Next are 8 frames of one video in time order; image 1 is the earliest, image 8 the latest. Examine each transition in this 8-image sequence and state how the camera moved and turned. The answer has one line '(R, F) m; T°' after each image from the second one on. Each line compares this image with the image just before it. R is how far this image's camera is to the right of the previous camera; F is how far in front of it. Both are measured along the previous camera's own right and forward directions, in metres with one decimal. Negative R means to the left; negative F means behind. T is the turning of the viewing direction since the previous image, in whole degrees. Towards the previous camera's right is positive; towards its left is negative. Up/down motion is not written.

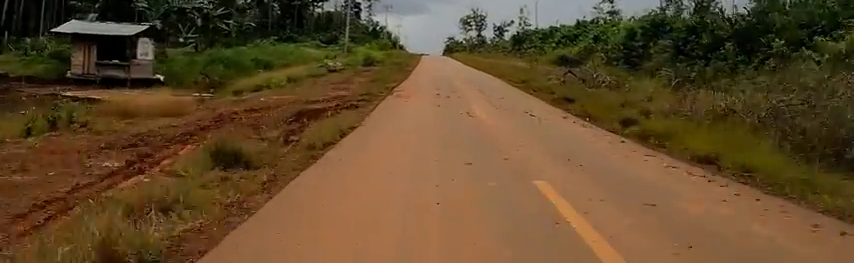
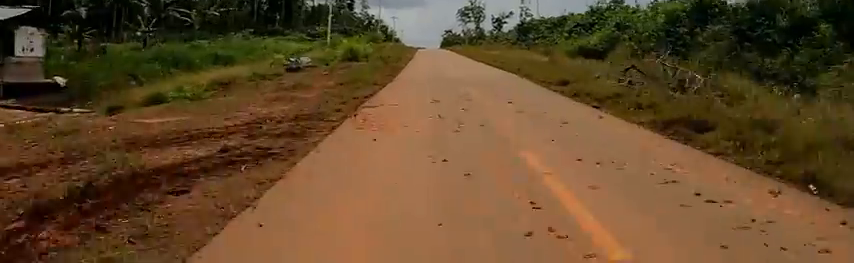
(0.0, +7.1) m; 0°
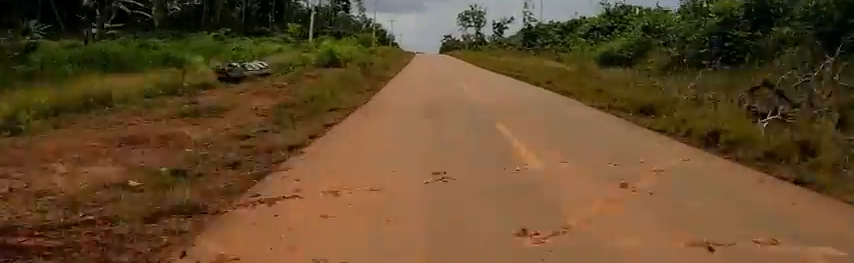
(+0.1, +6.2) m; 0°
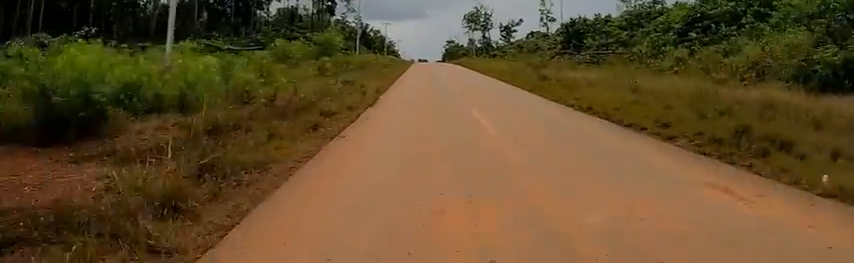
(+0.2, +20.3) m; +1°
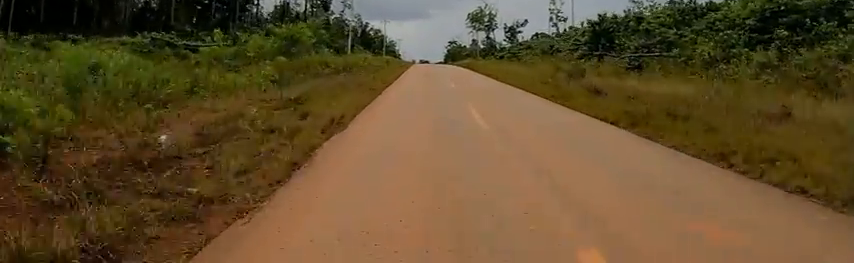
(0.0, +8.0) m; 0°
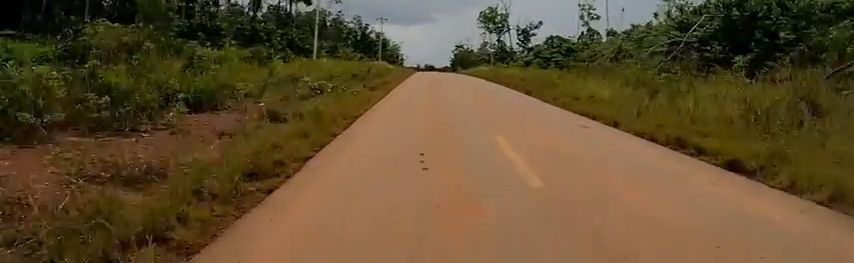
(0.0, +19.5) m; 0°
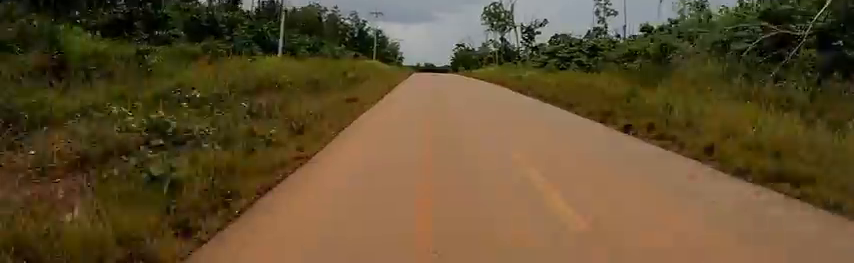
(0.0, +9.0) m; 0°
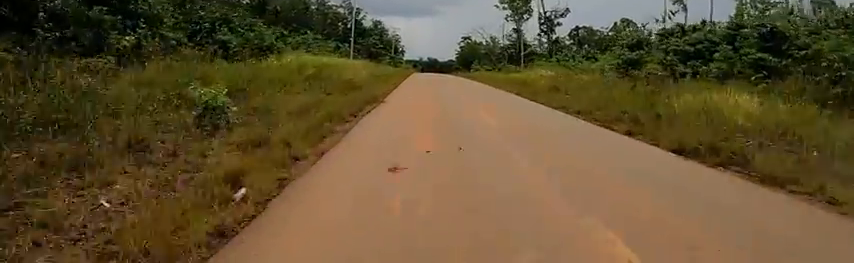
(-0.5, +27.1) m; -2°
